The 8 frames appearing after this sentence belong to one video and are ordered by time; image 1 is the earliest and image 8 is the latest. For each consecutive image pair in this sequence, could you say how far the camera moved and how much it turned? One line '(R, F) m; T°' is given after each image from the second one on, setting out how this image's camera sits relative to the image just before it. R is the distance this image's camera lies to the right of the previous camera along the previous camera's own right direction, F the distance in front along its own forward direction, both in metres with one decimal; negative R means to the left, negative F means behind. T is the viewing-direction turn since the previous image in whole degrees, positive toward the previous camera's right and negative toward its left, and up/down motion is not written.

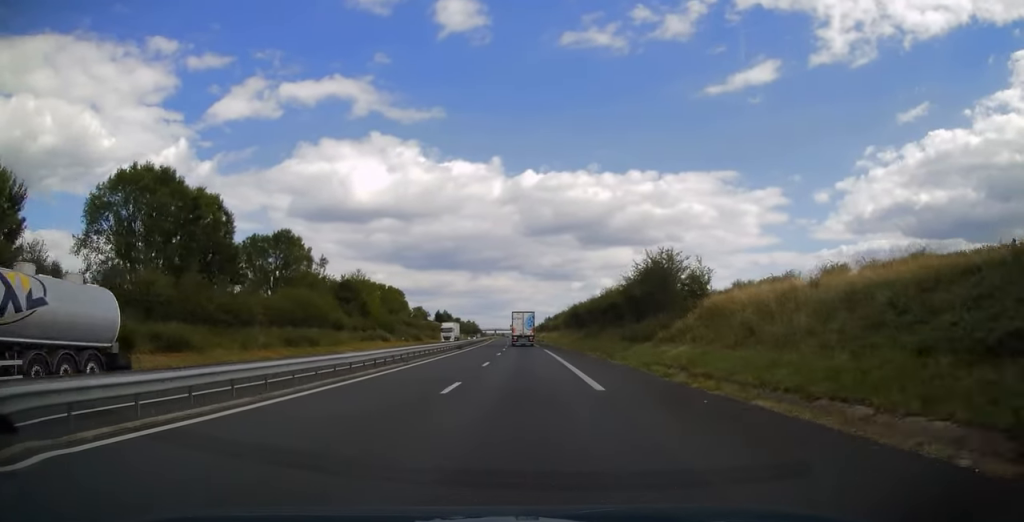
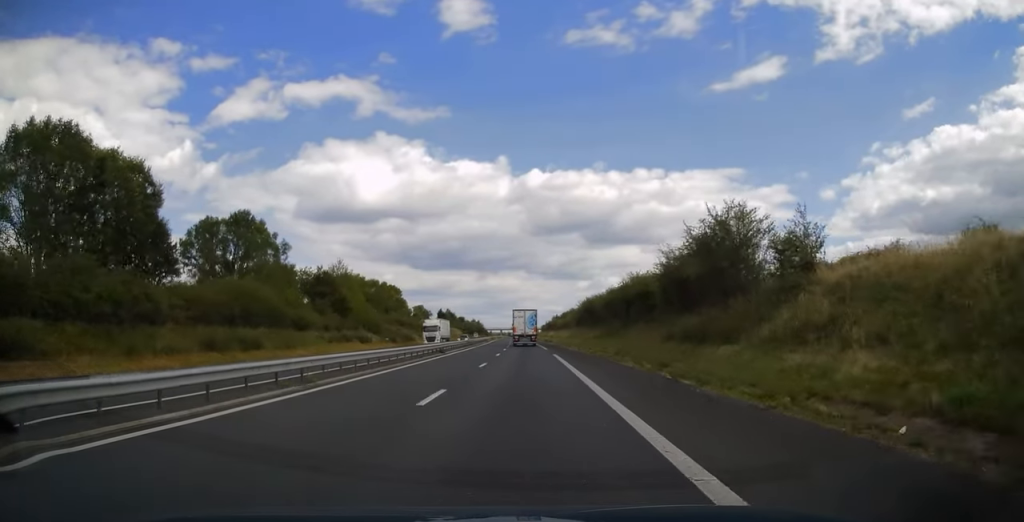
(-0.2, +15.1) m; -1°
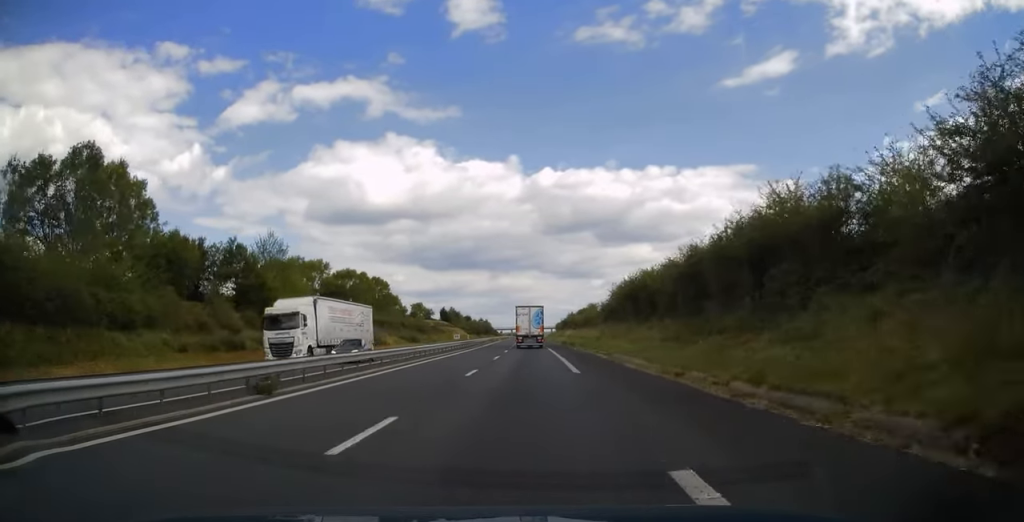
(-0.3, +32.0) m; -1°
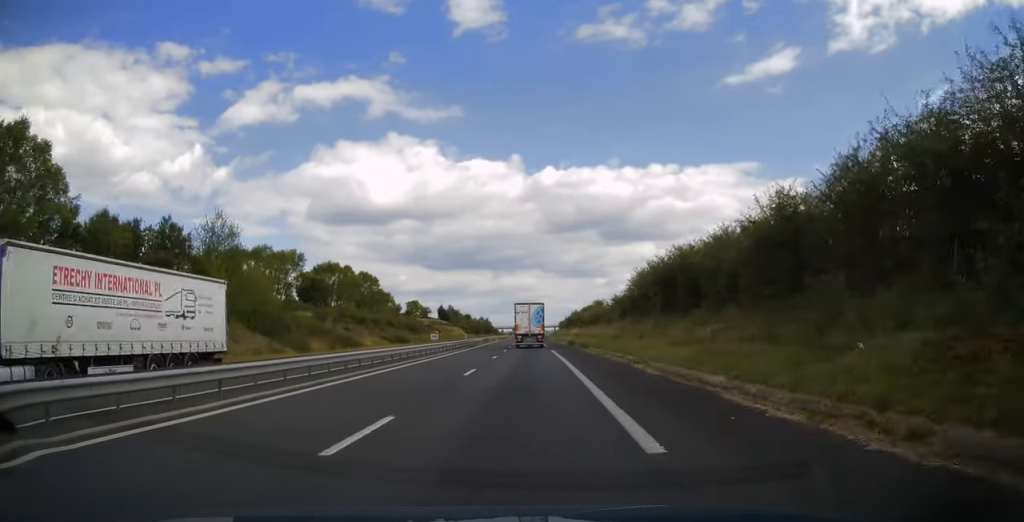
(+0.1, +13.4) m; 0°
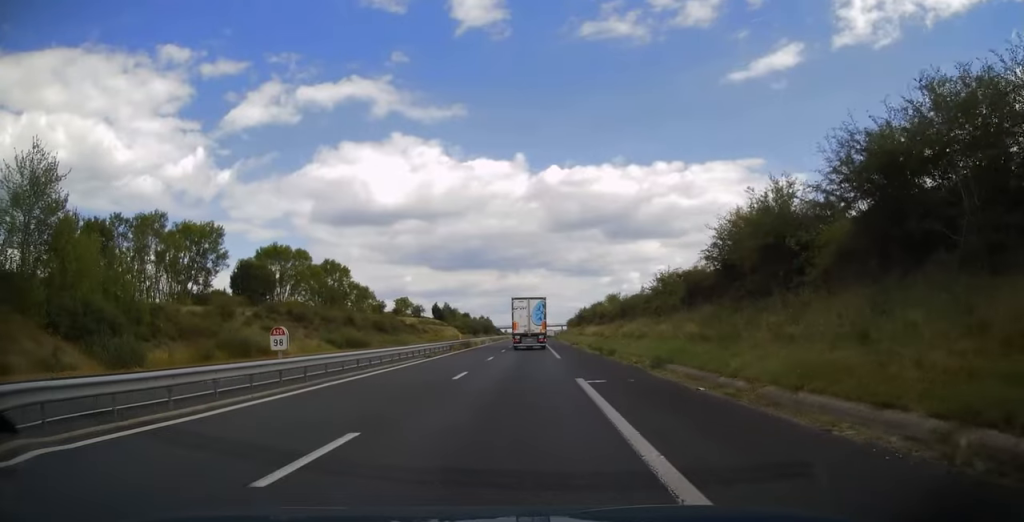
(-0.3, +28.1) m; -1°
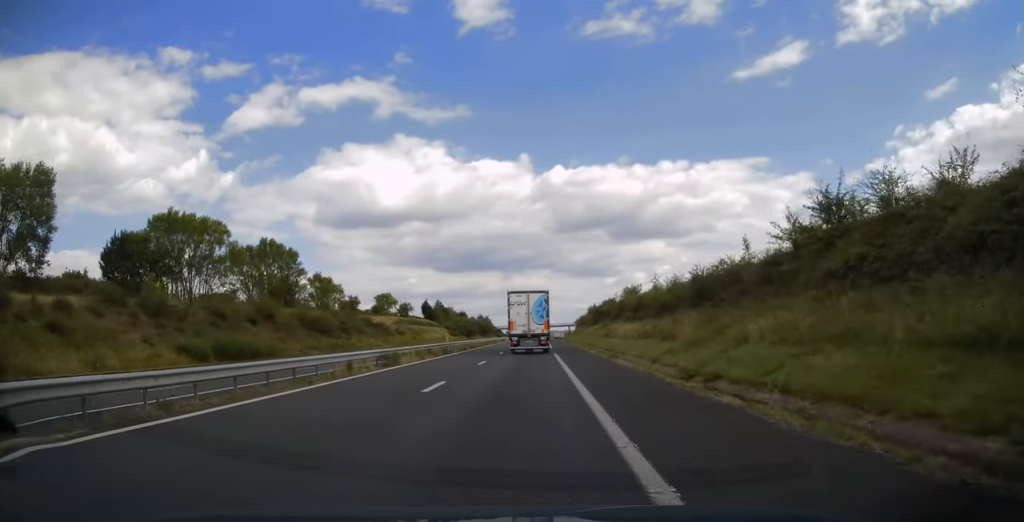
(-0.2, +30.9) m; 0°
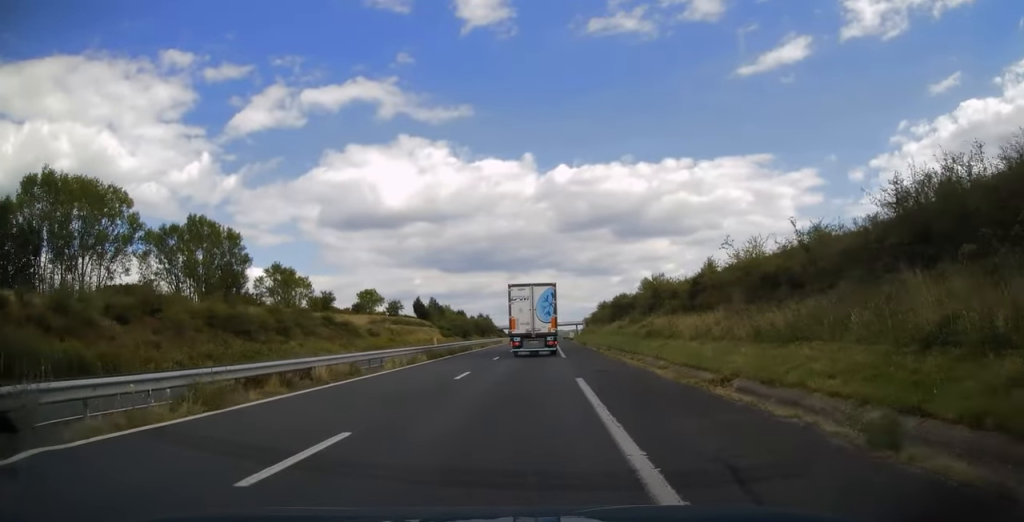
(0.0, +22.0) m; 0°
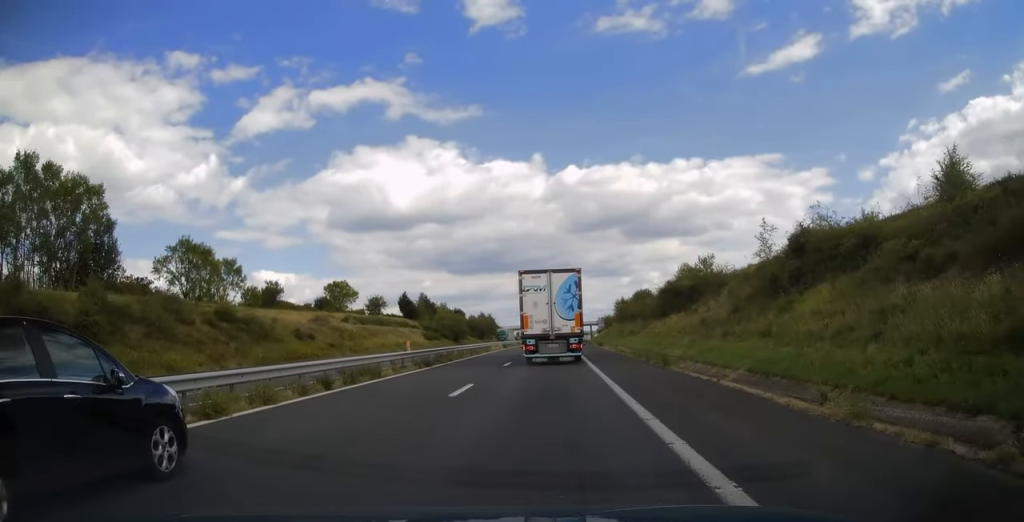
(-0.2, +31.5) m; -1°
